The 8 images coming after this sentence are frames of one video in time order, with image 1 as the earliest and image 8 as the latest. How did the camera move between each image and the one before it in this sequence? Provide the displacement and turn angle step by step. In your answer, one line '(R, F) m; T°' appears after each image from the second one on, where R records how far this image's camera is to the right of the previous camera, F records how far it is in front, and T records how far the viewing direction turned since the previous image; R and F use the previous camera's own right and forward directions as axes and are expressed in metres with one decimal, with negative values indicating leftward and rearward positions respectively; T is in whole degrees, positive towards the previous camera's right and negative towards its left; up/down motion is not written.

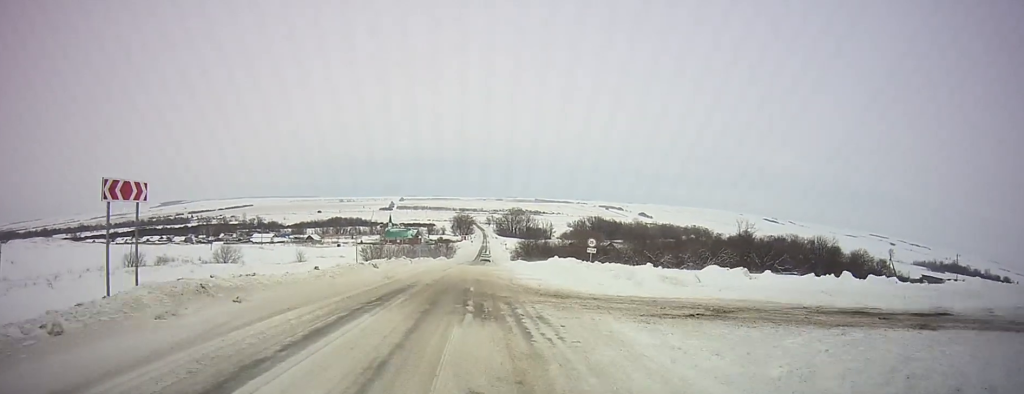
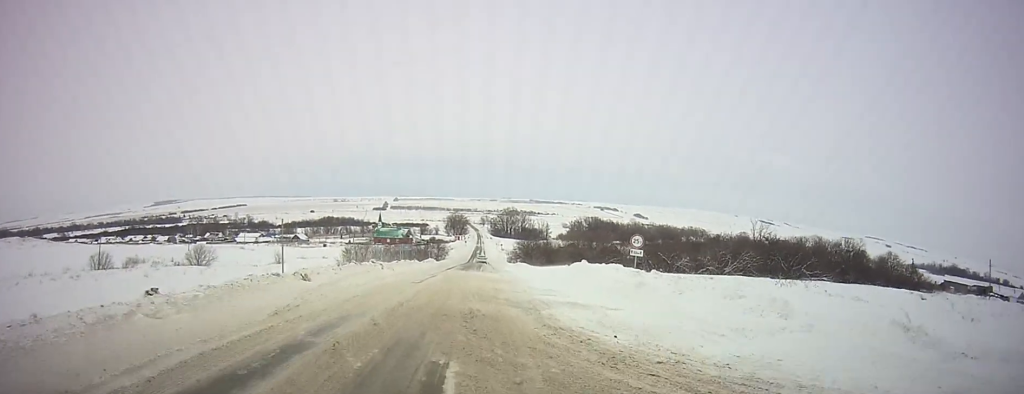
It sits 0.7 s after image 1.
(-0.1, +13.7) m; 0°
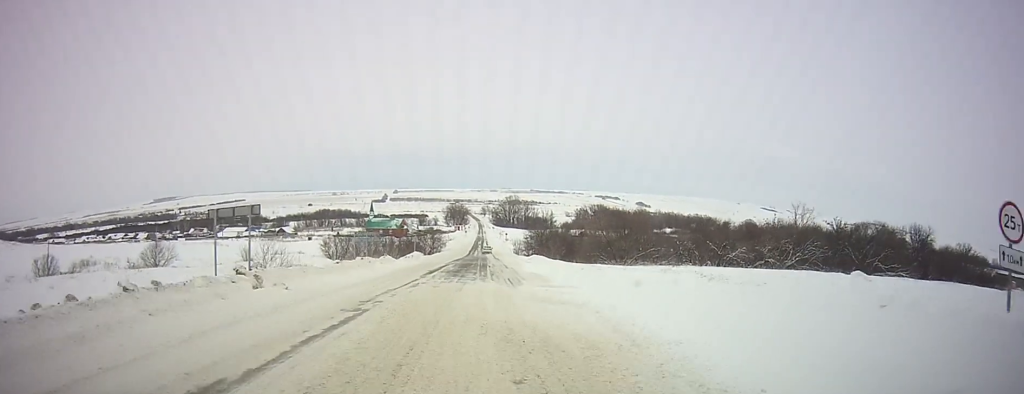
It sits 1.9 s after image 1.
(+0.2, +23.3) m; +1°
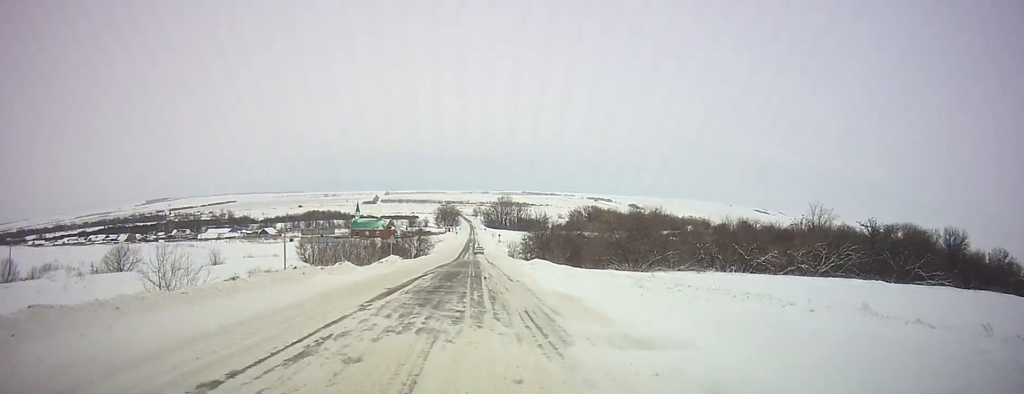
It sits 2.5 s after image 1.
(0.0, +12.2) m; 0°
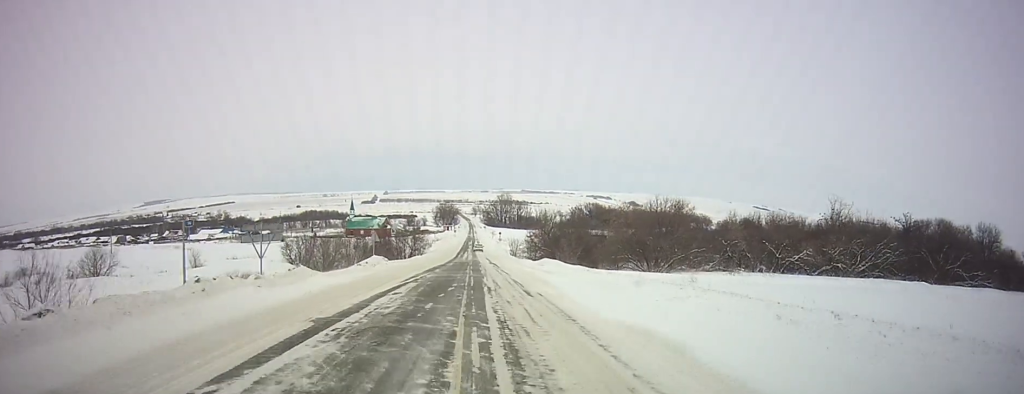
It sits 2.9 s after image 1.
(0.0, +8.8) m; 0°
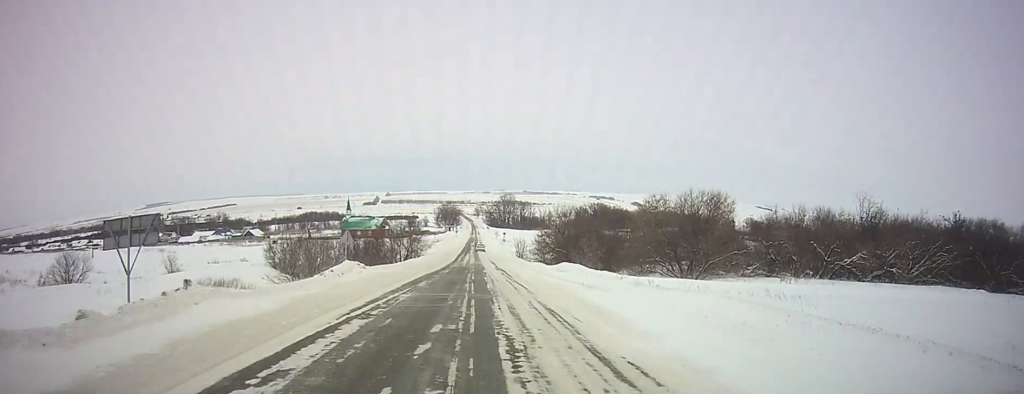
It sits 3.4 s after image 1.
(0.0, +10.3) m; 0°
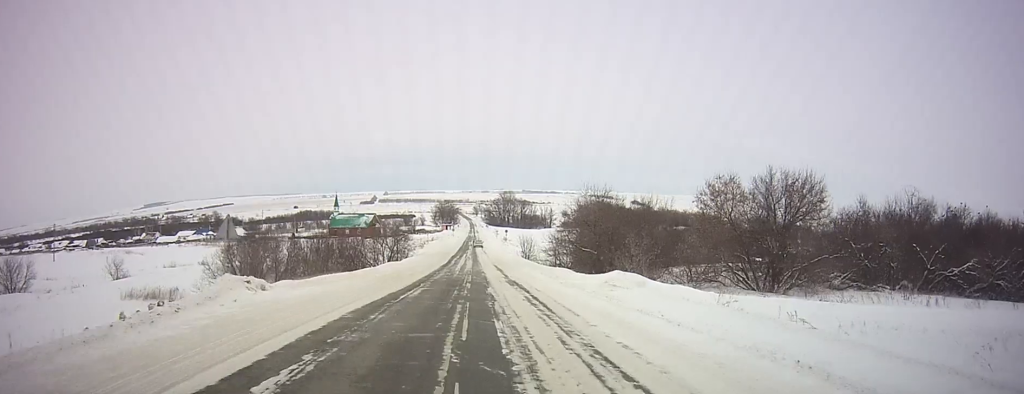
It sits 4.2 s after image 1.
(0.0, +16.7) m; 0°
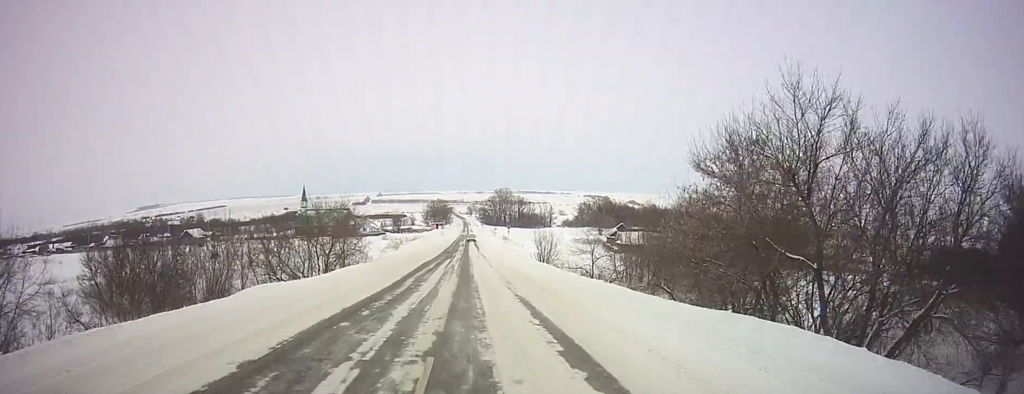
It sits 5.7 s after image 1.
(+0.3, +31.2) m; +1°
